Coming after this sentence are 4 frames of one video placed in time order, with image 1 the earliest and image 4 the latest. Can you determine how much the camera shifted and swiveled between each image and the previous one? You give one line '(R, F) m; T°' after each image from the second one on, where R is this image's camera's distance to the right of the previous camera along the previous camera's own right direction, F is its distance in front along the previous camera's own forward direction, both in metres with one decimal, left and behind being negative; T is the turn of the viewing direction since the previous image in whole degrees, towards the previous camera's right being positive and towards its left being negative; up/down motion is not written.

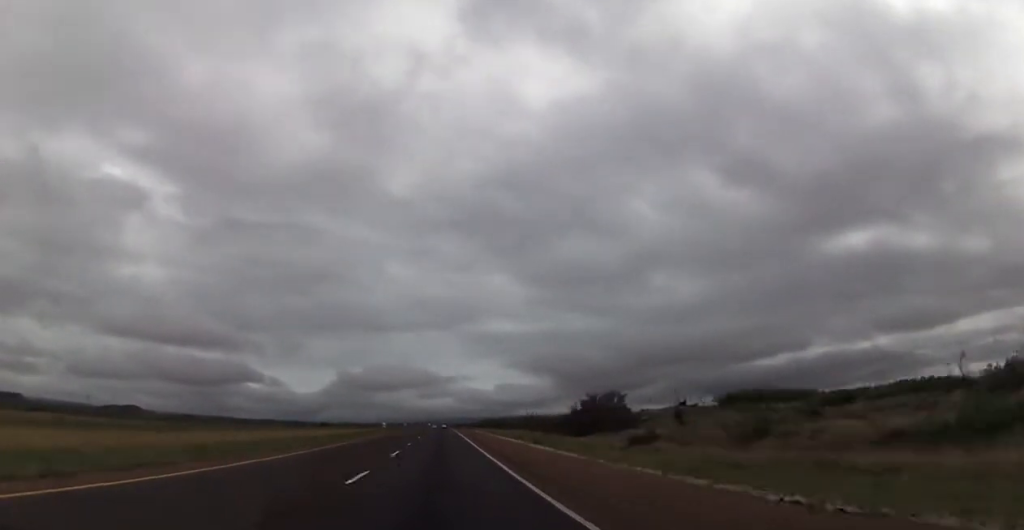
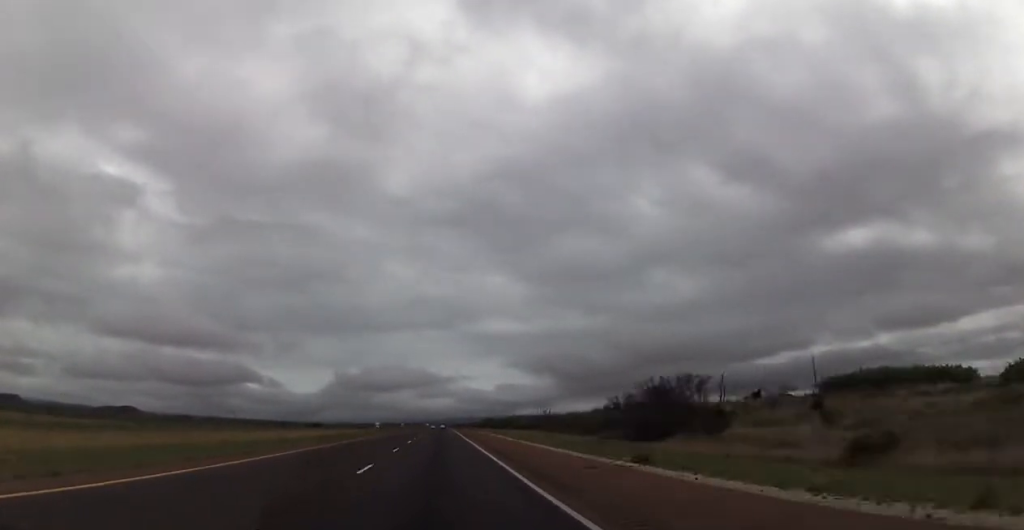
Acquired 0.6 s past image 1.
(-0.3, +22.2) m; 0°
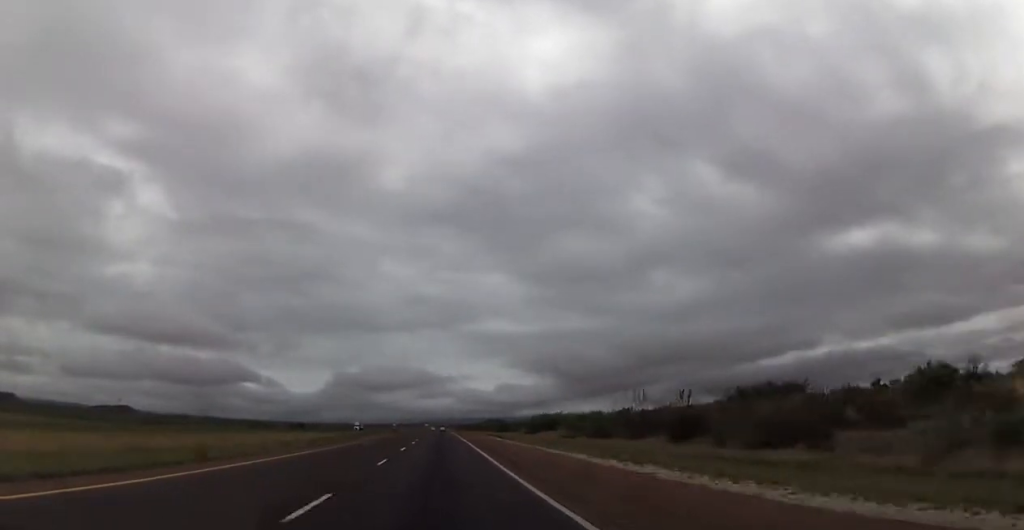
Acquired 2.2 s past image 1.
(+1.0, +56.1) m; +1°
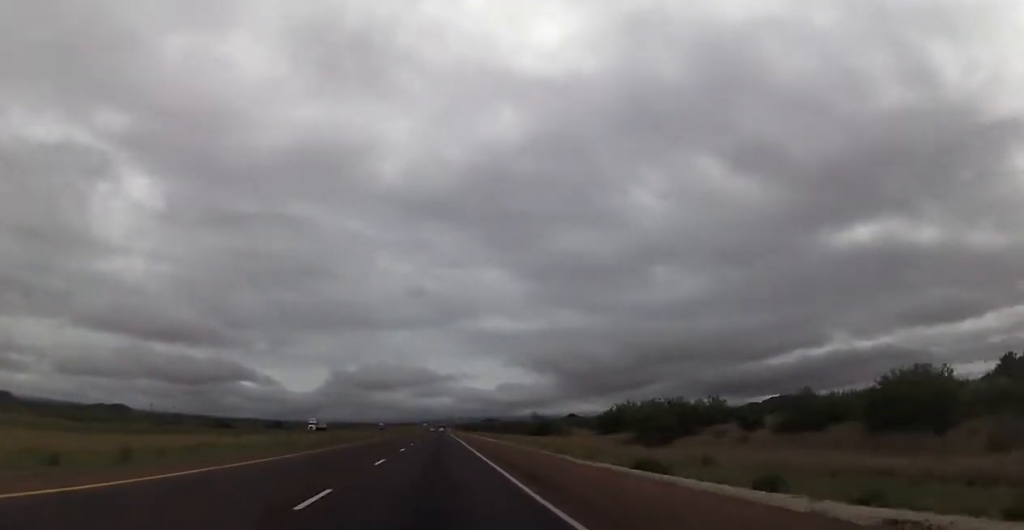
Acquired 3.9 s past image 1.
(-0.8, +59.7) m; -1°
